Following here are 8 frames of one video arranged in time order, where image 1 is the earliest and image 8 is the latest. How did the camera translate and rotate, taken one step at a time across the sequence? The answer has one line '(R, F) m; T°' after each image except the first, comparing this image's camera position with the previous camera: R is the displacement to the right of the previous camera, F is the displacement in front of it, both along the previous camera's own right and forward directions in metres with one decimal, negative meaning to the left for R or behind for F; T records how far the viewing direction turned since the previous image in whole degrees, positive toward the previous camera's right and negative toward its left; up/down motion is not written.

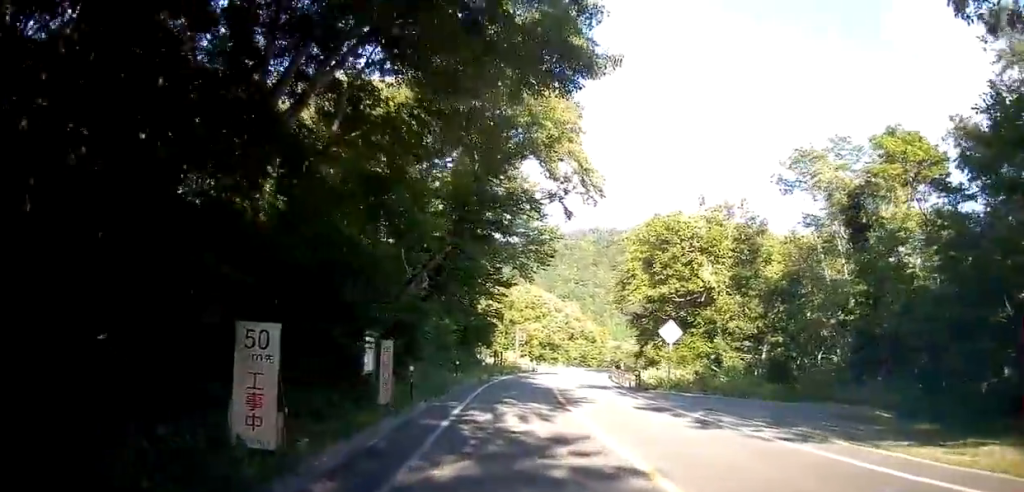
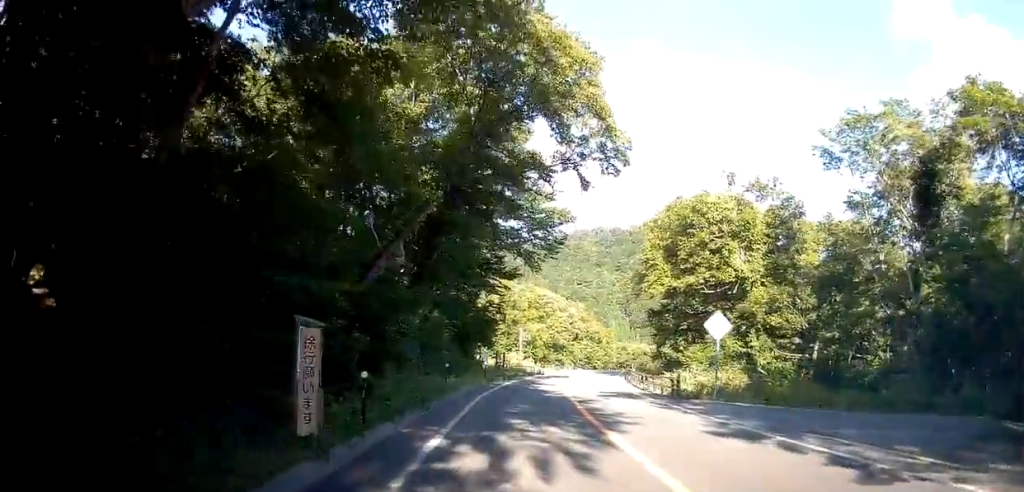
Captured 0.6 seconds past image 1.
(0.0, +6.2) m; -2°
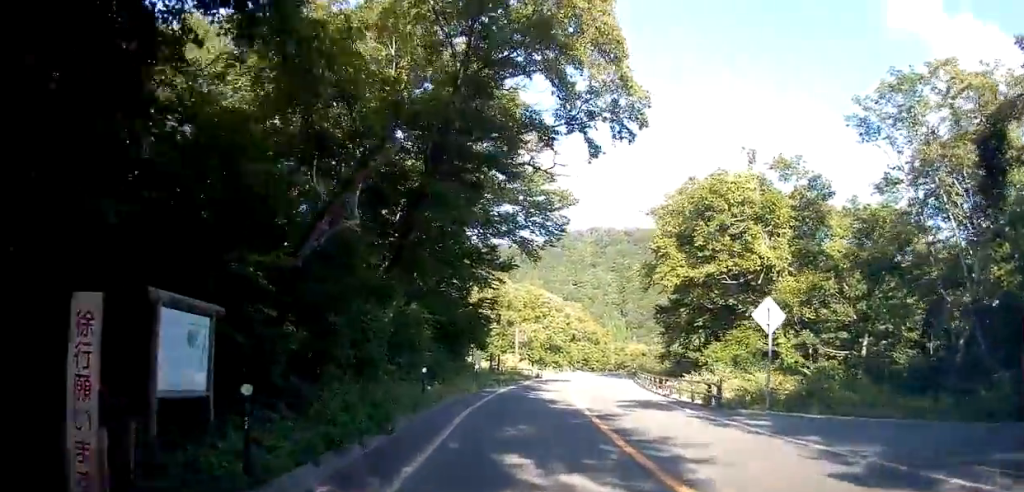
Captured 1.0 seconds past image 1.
(-0.1, +4.9) m; -1°
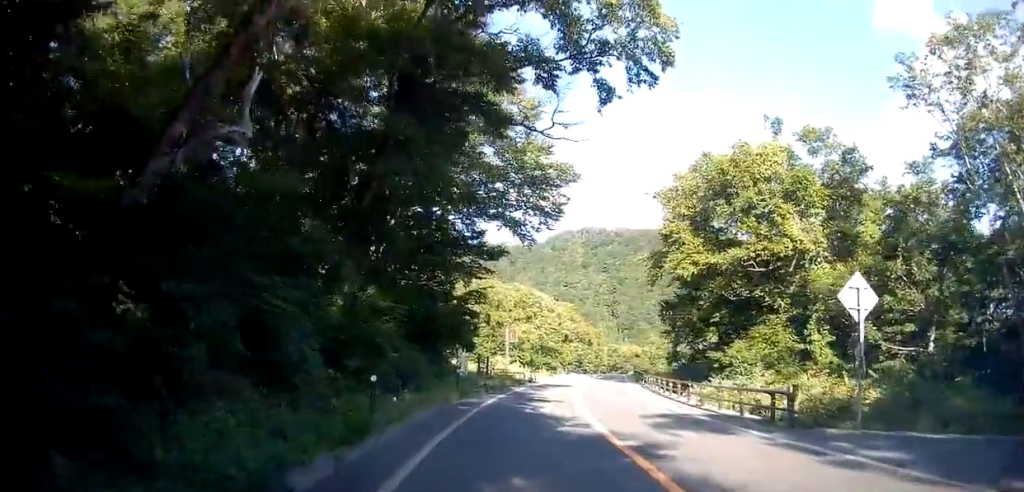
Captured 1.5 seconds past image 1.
(-0.1, +5.8) m; -1°
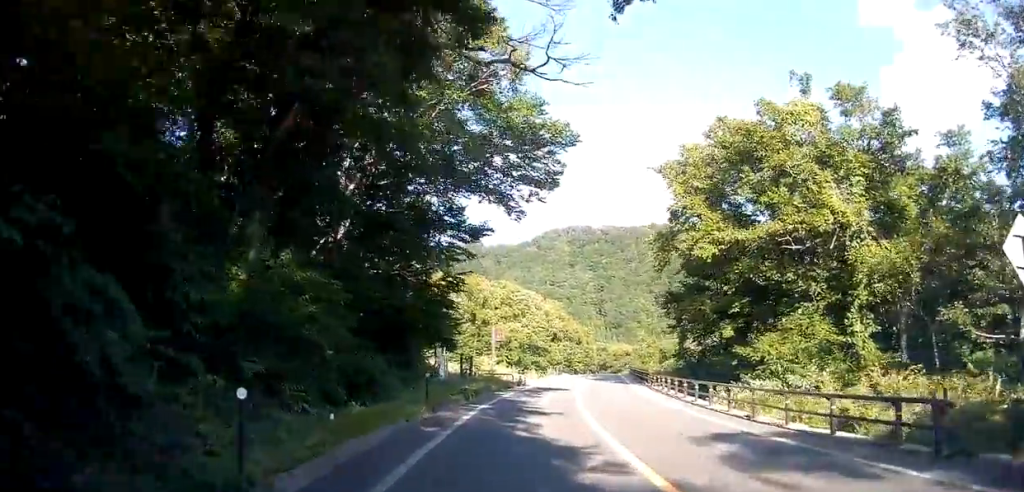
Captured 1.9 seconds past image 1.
(0.0, +5.5) m; 0°
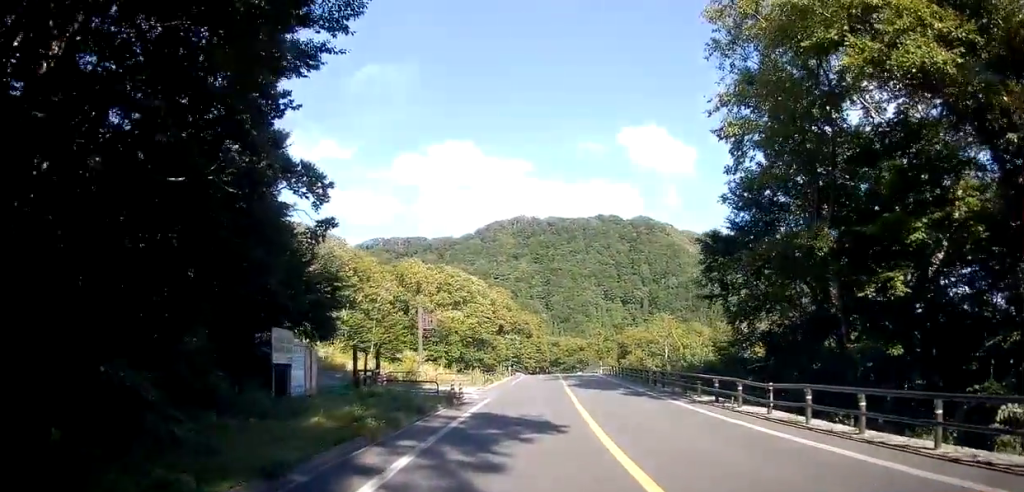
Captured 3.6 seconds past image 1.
(+0.6, +19.8) m; +6°
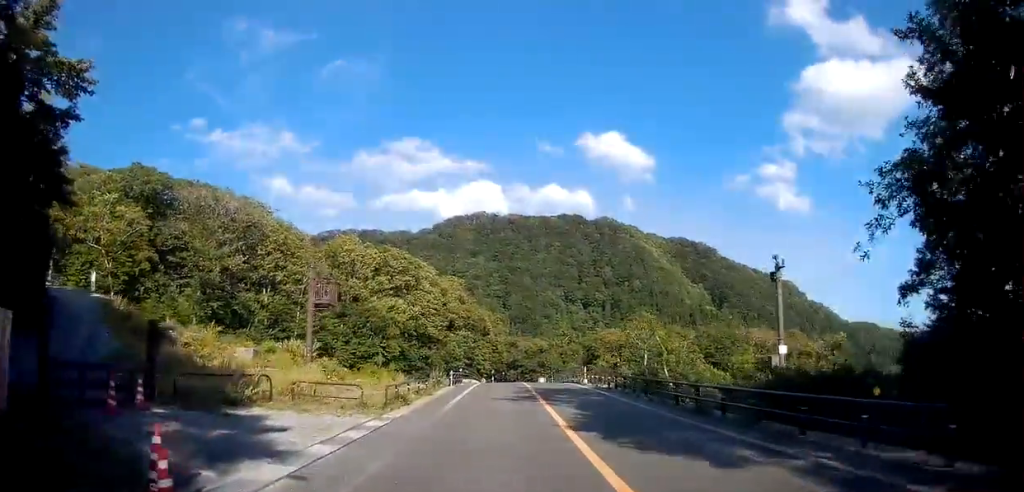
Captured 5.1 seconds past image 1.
(+1.5, +17.8) m; +9°
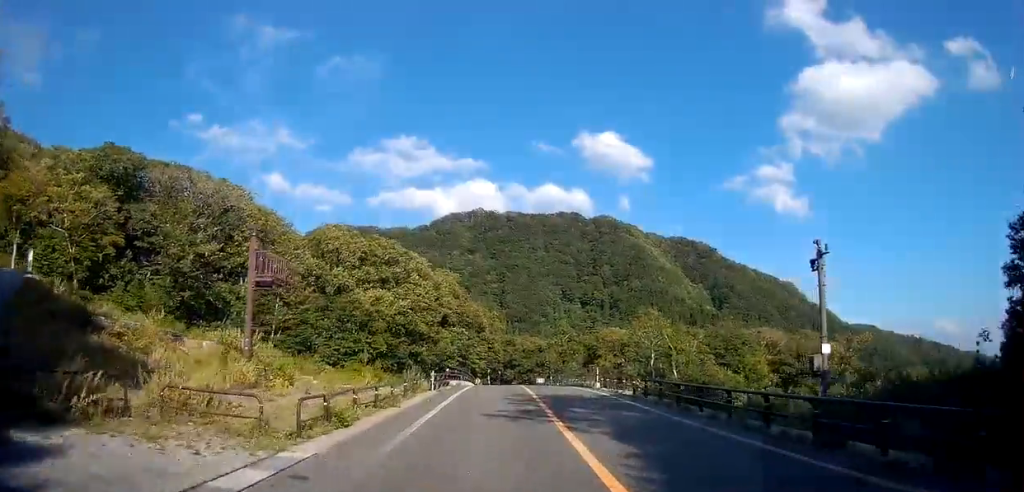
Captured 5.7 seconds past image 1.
(+0.2, +7.1) m; +3°
